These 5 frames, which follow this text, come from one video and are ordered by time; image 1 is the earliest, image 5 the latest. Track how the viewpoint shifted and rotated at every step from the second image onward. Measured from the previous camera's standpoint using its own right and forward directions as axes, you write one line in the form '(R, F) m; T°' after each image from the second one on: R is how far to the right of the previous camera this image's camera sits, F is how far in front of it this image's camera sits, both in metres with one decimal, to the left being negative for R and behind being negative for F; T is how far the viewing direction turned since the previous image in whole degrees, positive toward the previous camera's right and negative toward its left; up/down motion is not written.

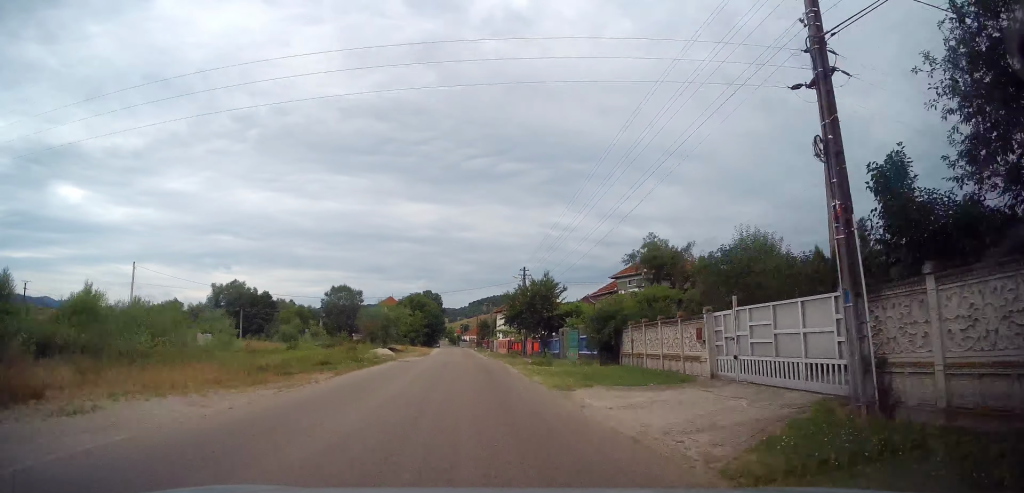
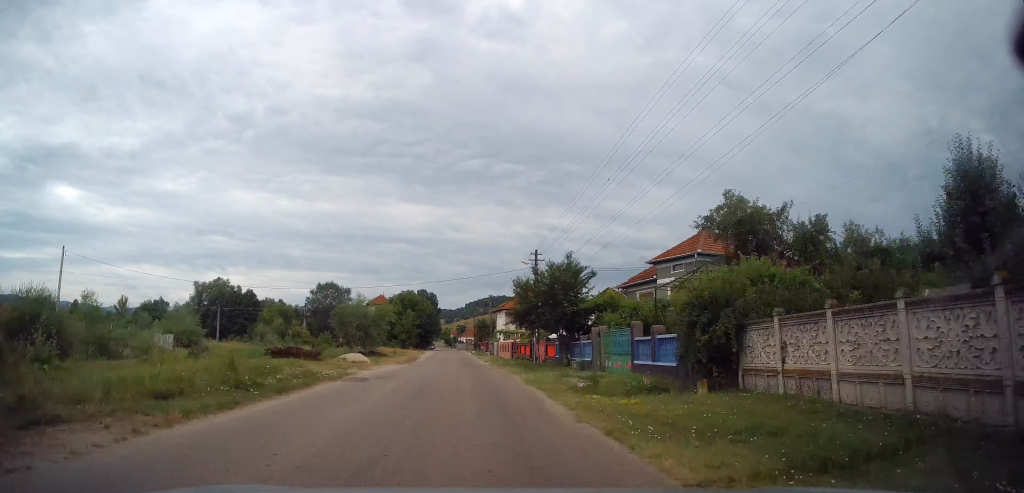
(+0.1, +10.2) m; 0°
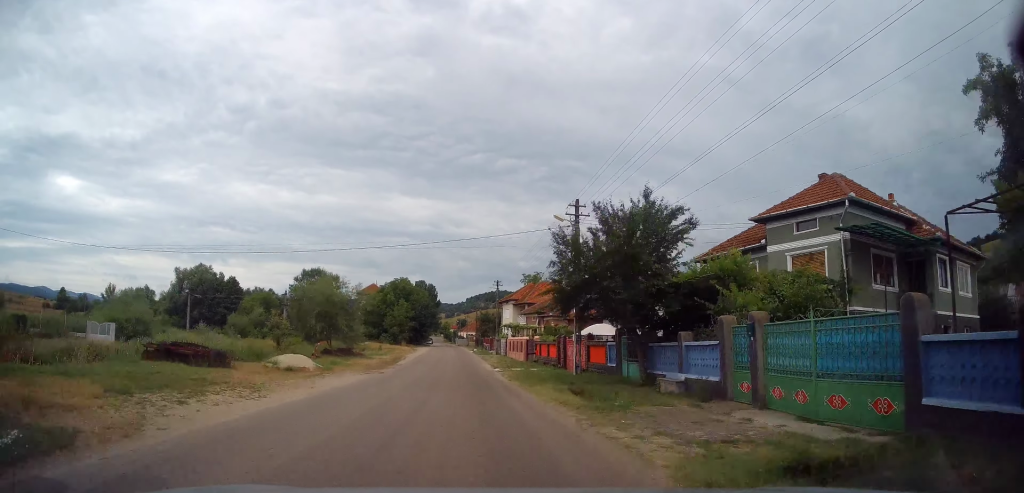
(0.0, +13.4) m; 0°
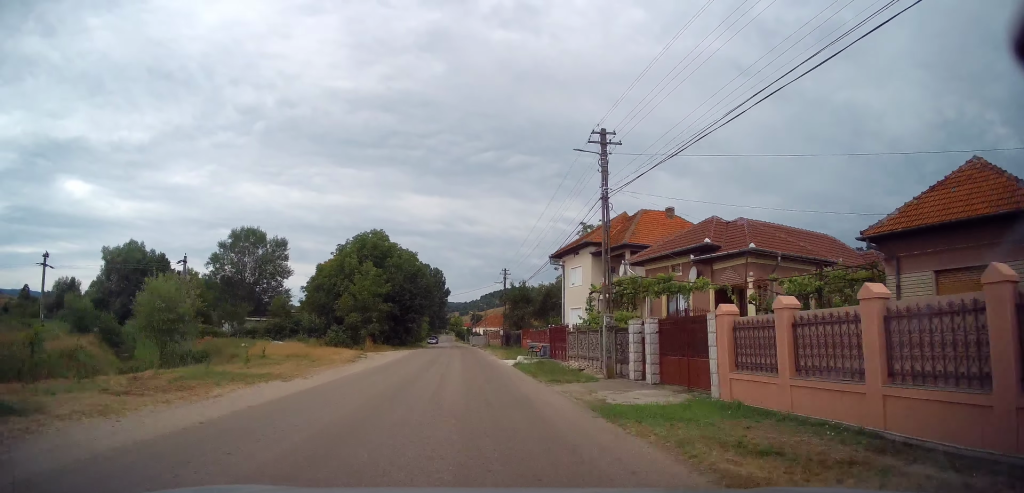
(0.0, +41.5) m; -1°
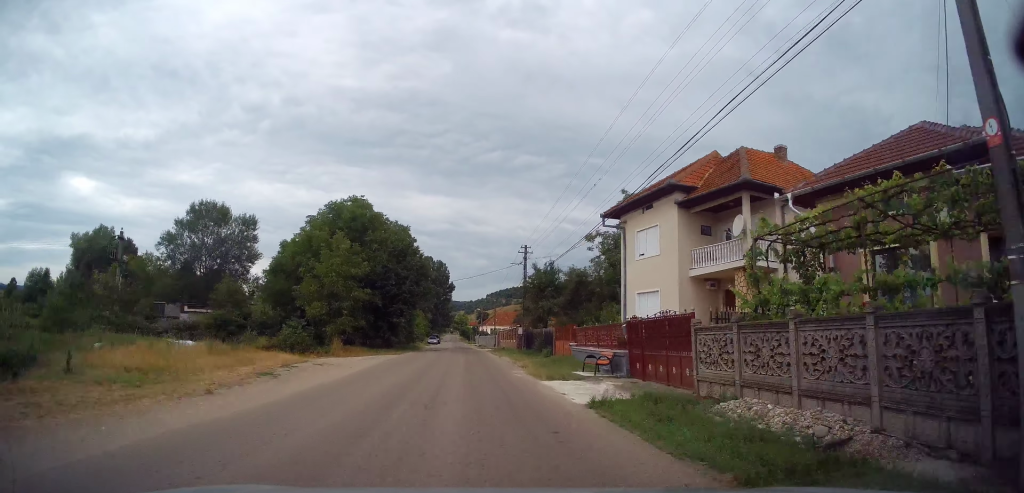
(-0.1, +11.7) m; -1°
